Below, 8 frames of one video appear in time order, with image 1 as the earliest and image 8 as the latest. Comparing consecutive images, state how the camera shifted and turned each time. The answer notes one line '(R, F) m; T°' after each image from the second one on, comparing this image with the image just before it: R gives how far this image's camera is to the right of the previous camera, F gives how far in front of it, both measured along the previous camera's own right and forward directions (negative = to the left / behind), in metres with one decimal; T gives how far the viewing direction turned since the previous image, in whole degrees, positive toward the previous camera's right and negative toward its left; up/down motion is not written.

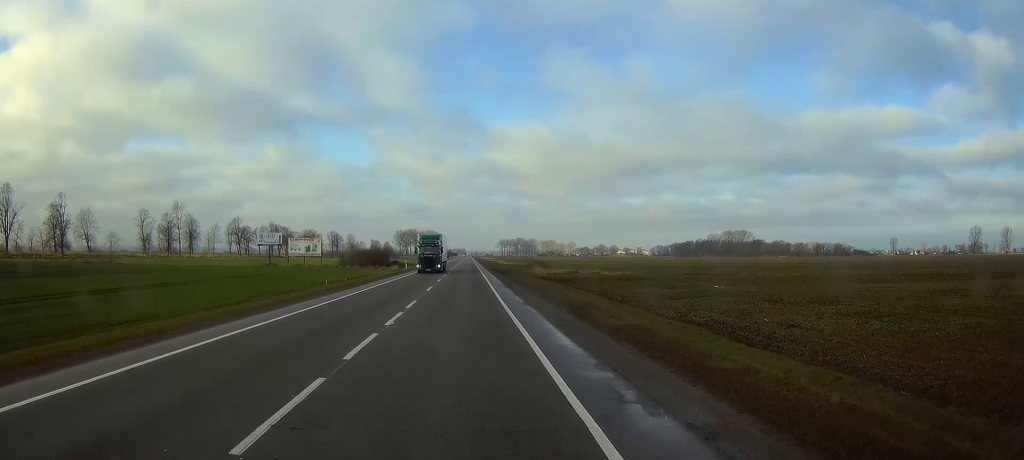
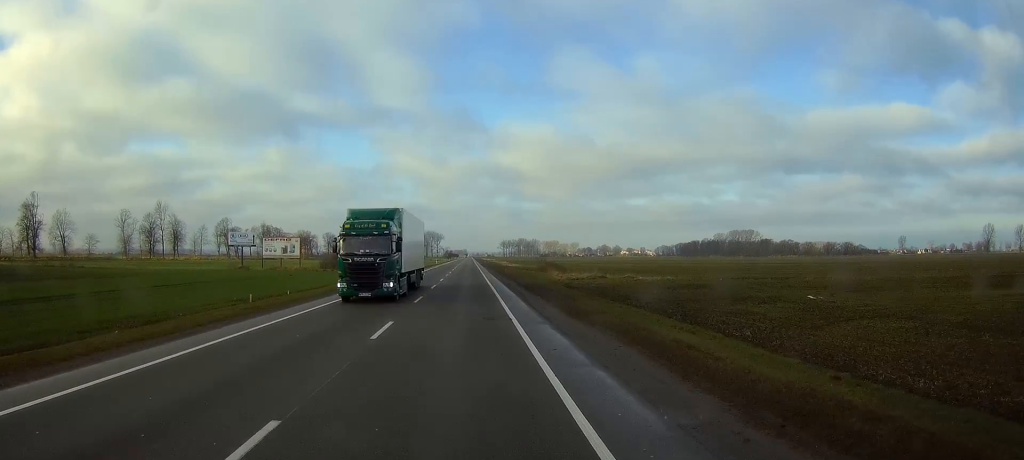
(0.0, +20.9) m; 0°
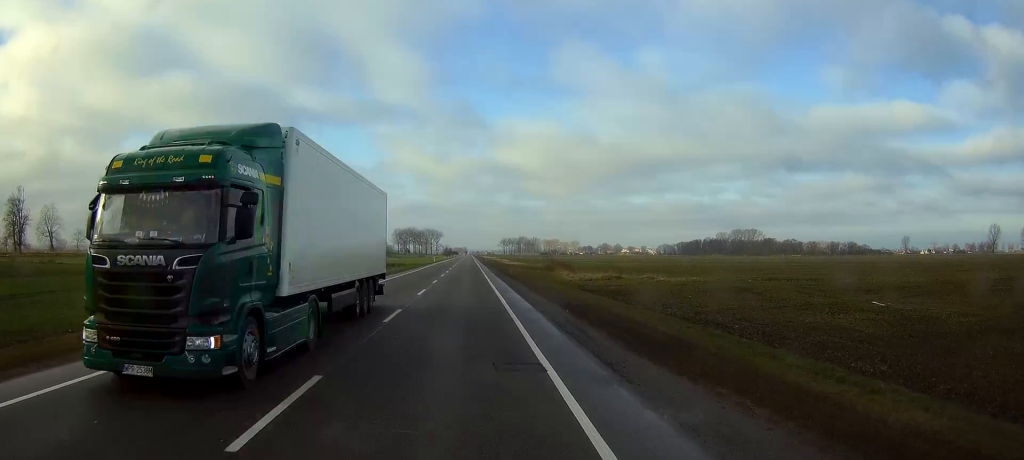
(0.0, +9.7) m; 0°
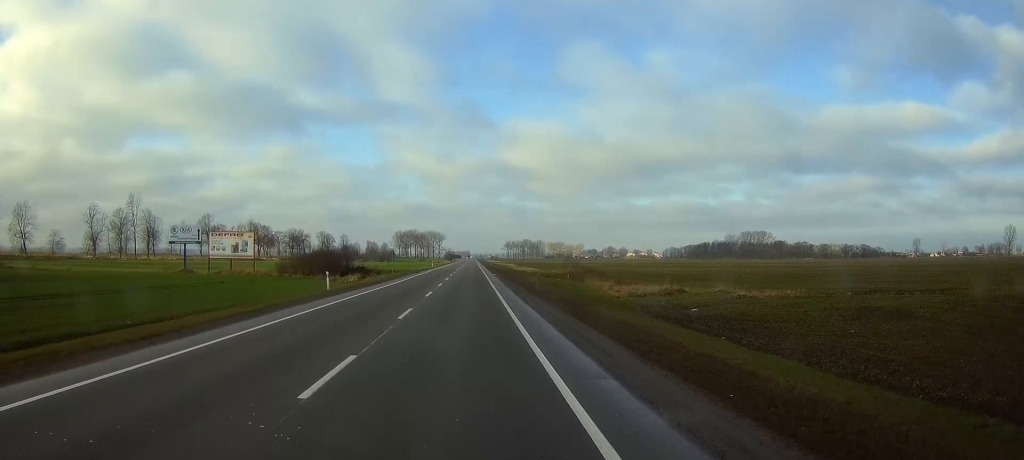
(0.0, +21.8) m; 0°
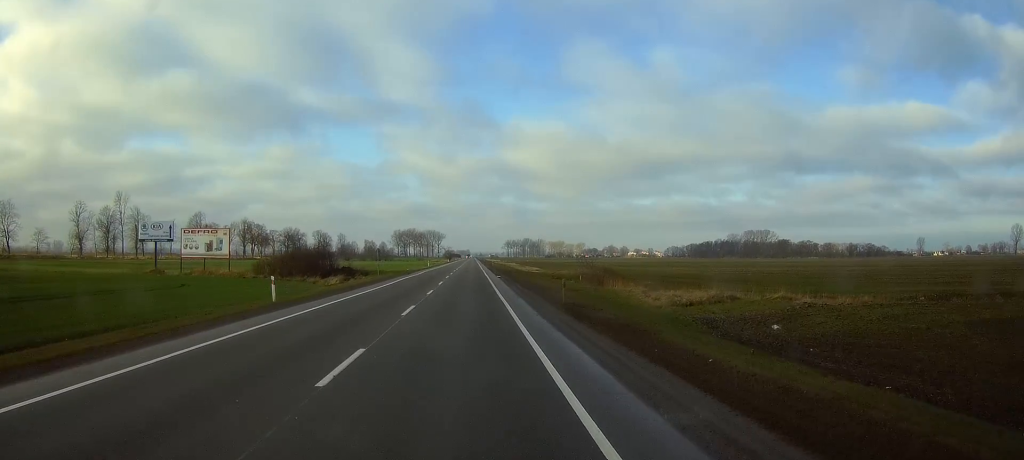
(-0.1, +11.2) m; 0°
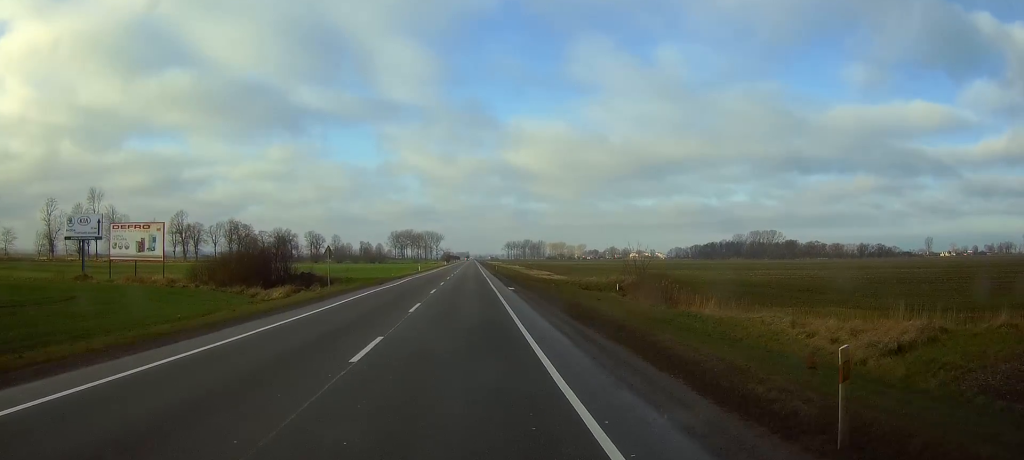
(-0.1, +21.6) m; 0°
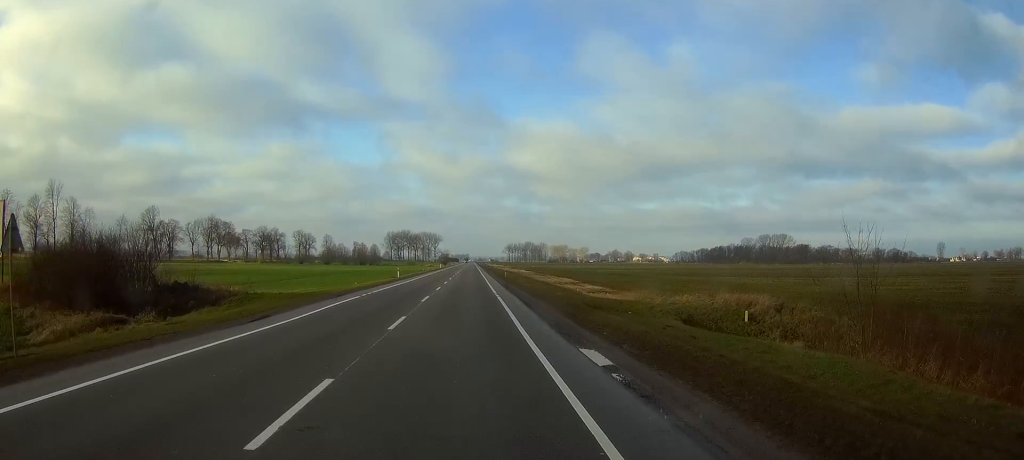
(+0.1, +30.5) m; 0°
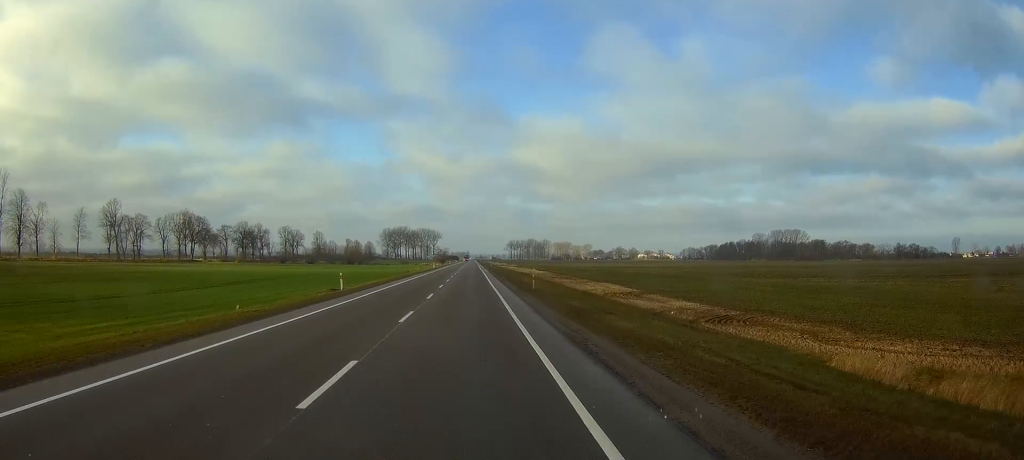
(-0.1, +34.6) m; 0°
